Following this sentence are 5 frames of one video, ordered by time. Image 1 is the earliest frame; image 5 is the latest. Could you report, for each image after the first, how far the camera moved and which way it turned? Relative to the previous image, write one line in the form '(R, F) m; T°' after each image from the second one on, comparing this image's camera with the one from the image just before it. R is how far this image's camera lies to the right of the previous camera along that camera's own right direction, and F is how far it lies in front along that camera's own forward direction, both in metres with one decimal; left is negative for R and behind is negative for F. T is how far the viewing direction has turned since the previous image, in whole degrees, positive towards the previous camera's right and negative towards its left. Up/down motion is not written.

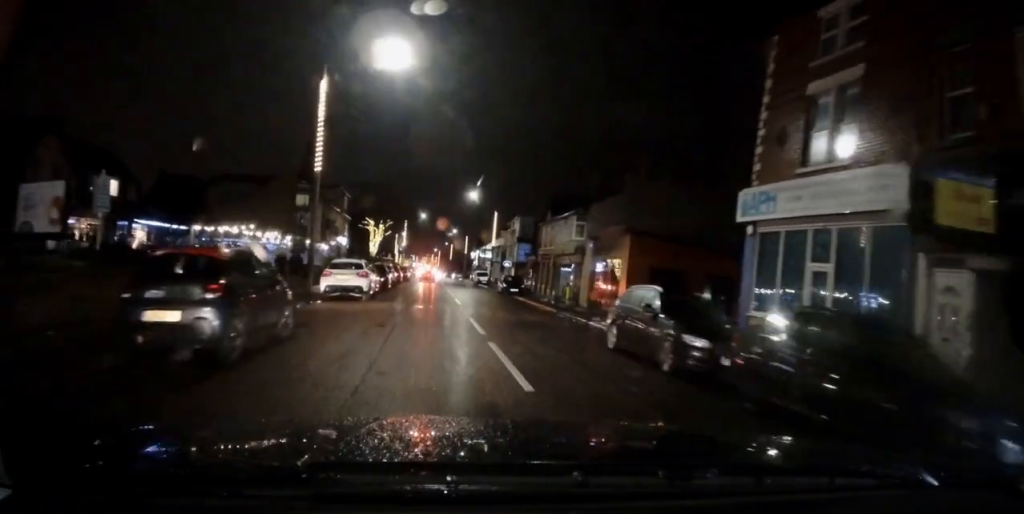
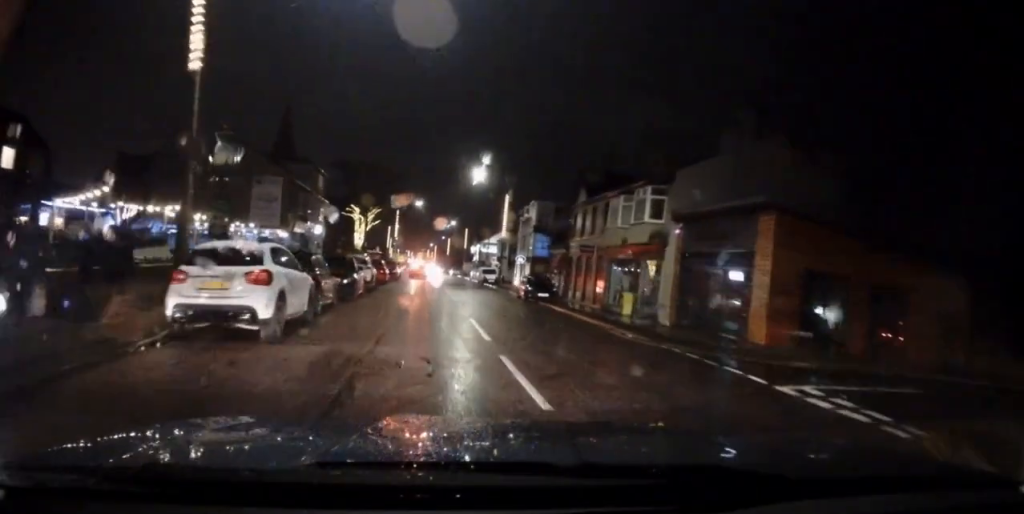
(-0.2, +13.3) m; 0°
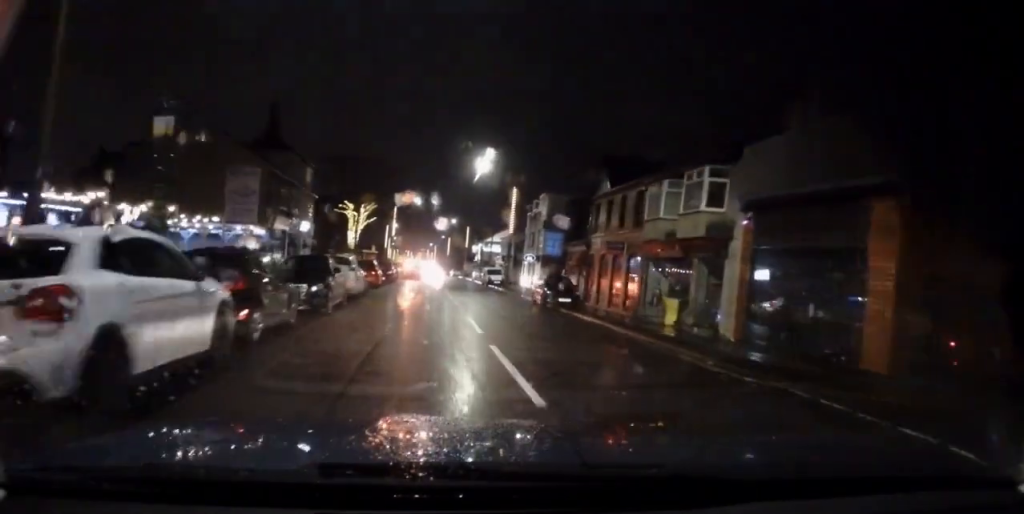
(+0.1, +5.3) m; +1°
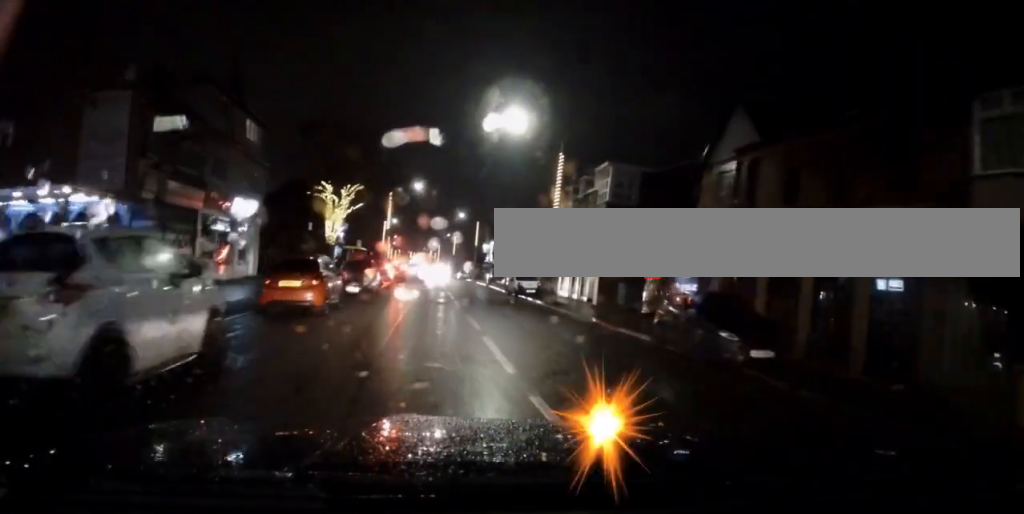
(-0.3, +16.7) m; -2°
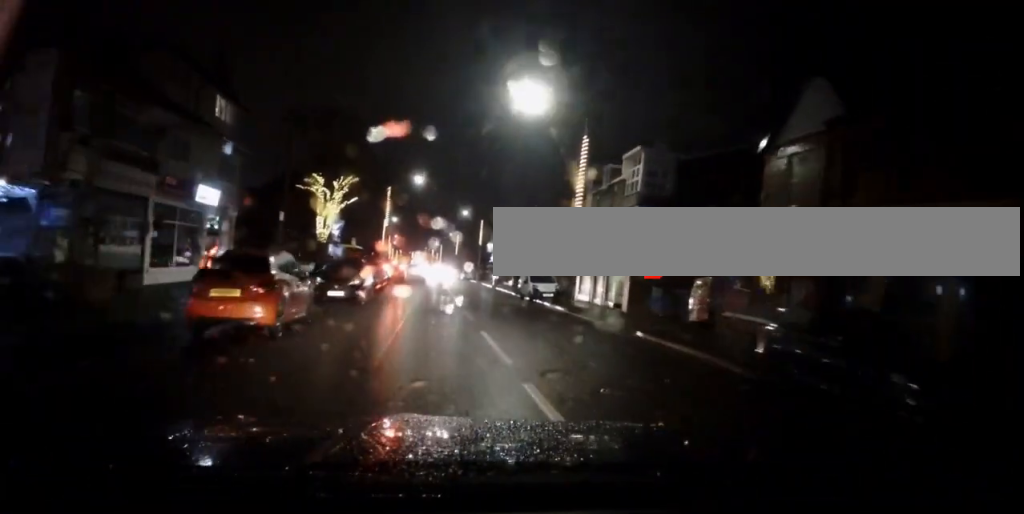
(-0.2, +4.8) m; 0°
